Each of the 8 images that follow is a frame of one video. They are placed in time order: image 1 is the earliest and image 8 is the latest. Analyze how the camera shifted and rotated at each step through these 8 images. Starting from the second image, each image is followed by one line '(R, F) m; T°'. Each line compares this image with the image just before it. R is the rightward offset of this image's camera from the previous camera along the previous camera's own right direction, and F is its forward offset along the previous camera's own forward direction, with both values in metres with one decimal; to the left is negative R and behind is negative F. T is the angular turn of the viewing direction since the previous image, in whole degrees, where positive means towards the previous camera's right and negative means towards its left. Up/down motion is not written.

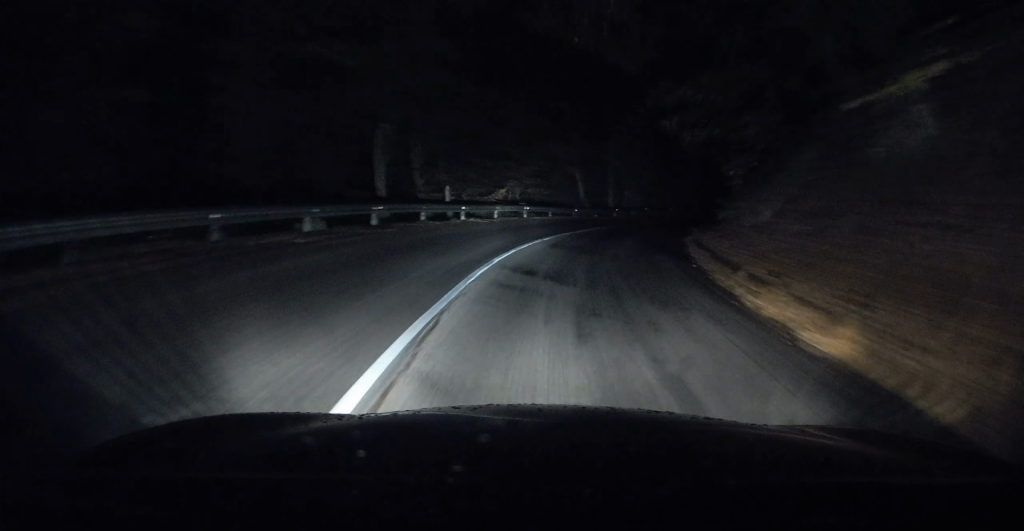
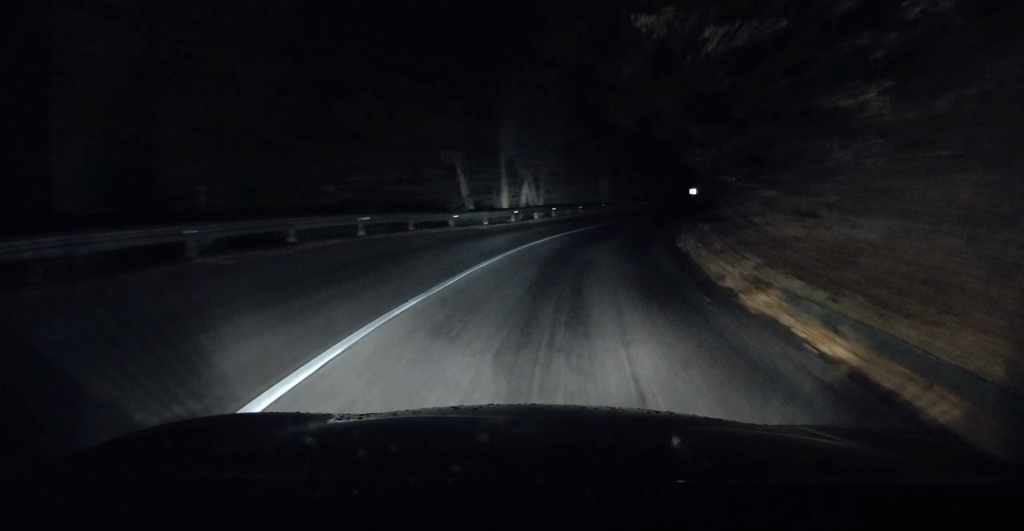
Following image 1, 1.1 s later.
(-0.1, +14.0) m; 0°
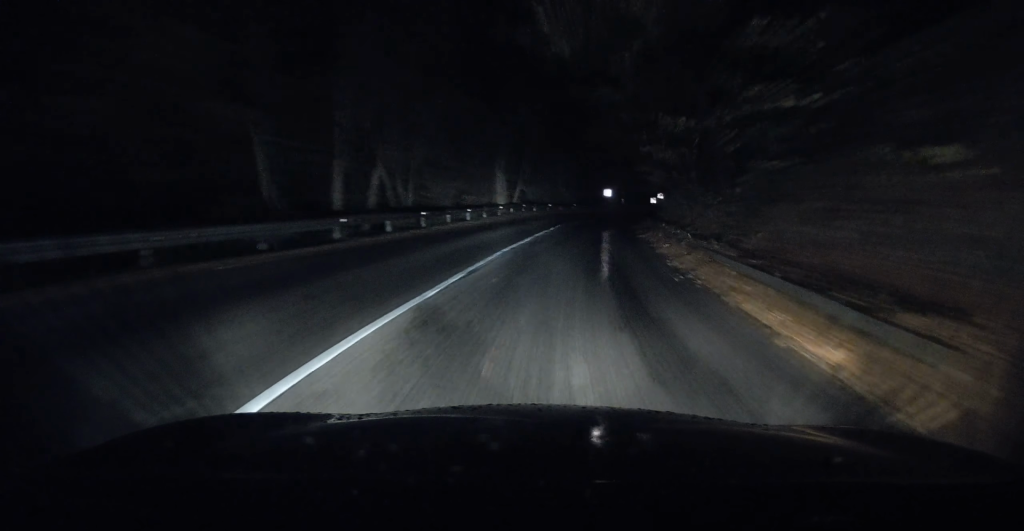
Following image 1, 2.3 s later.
(+0.2, +14.6) m; +5°
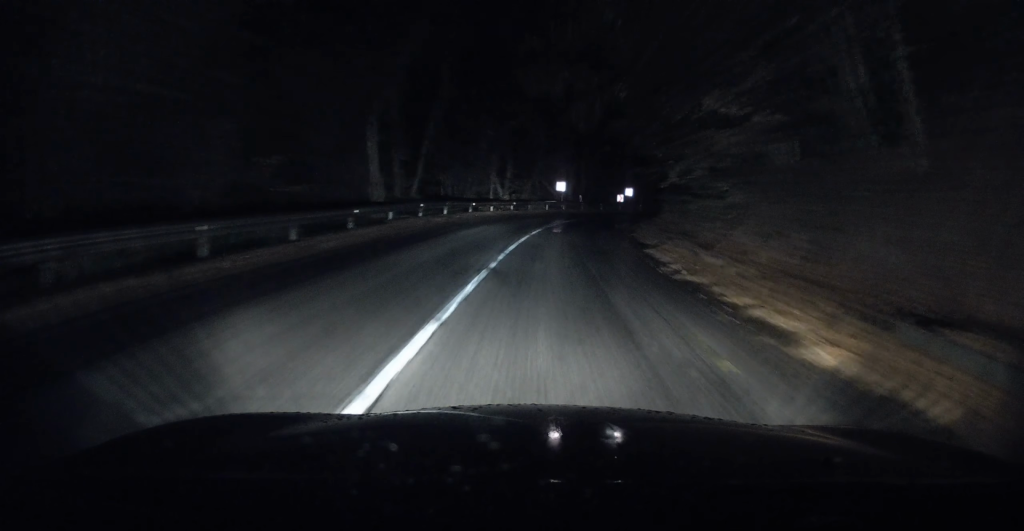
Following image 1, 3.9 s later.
(+1.9, +21.1) m; +9°
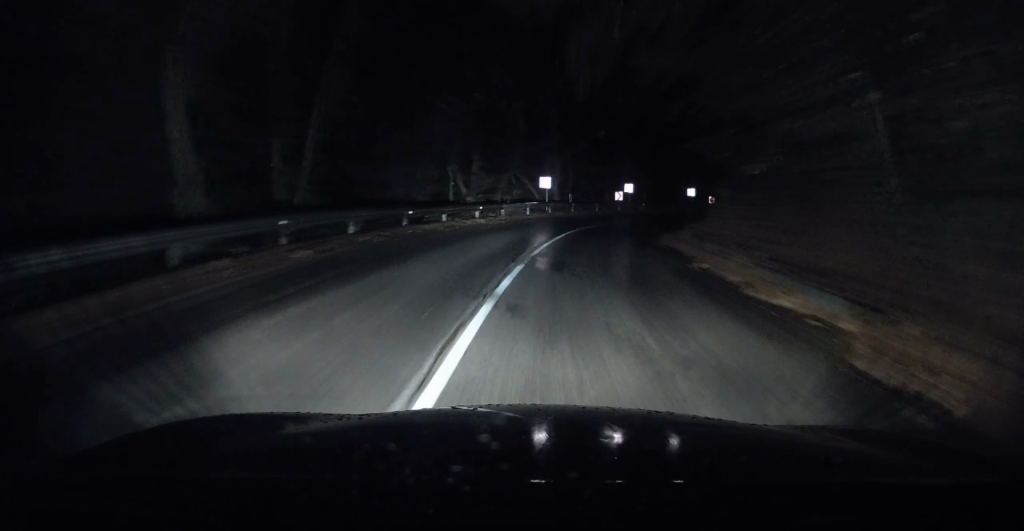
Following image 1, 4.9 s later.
(+0.4, +13.5) m; +2°
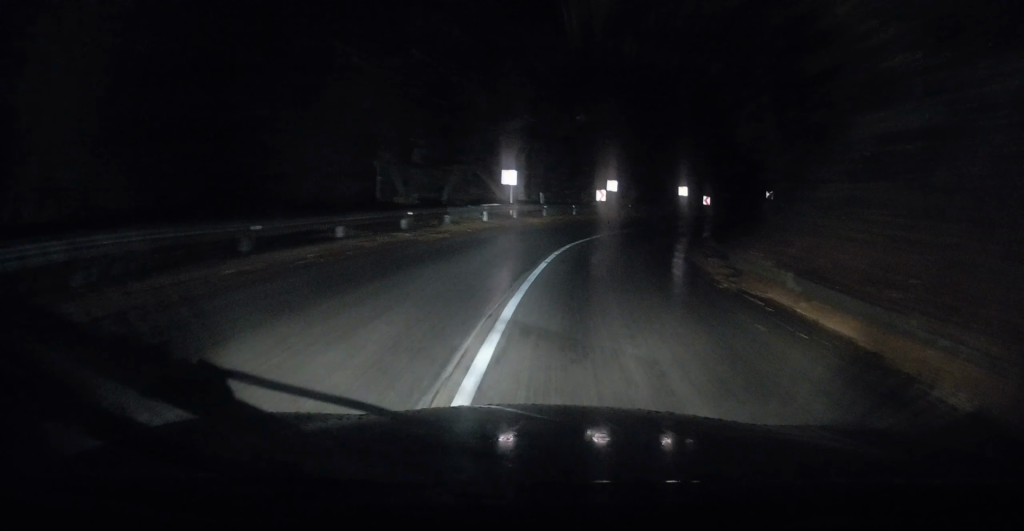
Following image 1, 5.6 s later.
(+0.1, +10.8) m; +1°
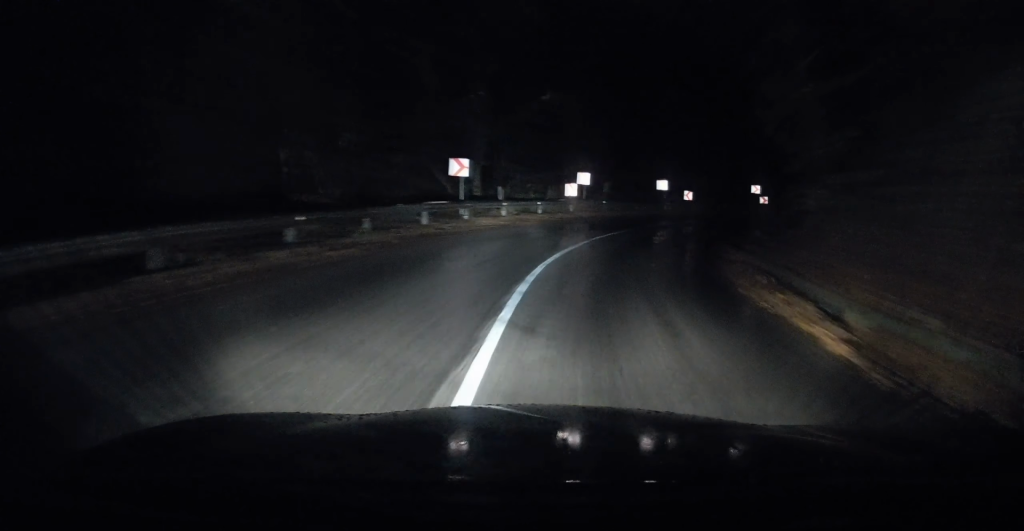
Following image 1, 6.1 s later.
(+0.1, +6.9) m; +2°
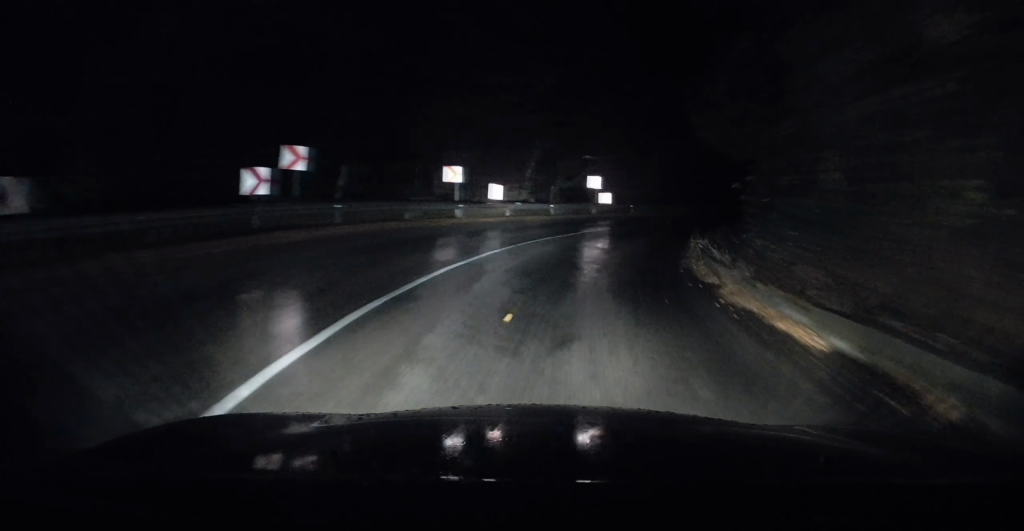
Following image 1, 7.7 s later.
(+1.2, +20.4) m; +13°
